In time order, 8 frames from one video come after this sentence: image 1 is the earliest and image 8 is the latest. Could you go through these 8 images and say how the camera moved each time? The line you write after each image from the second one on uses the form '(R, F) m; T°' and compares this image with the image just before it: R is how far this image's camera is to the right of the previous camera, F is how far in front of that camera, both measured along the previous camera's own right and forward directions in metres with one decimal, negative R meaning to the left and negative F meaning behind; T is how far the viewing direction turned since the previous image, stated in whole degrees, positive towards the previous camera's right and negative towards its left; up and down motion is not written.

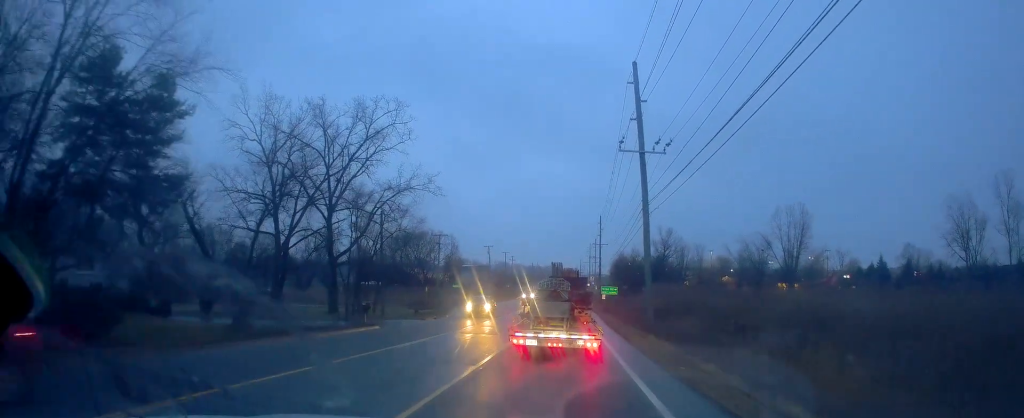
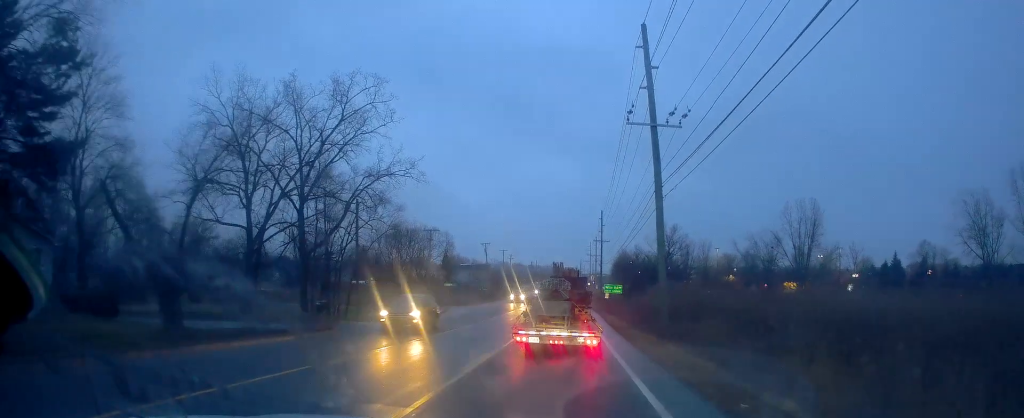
(0.0, +5.7) m; 0°
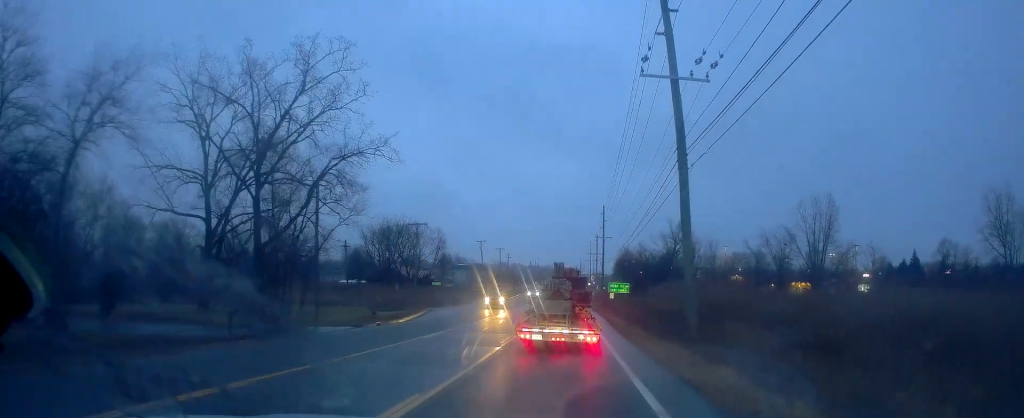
(0.0, +7.0) m; 0°
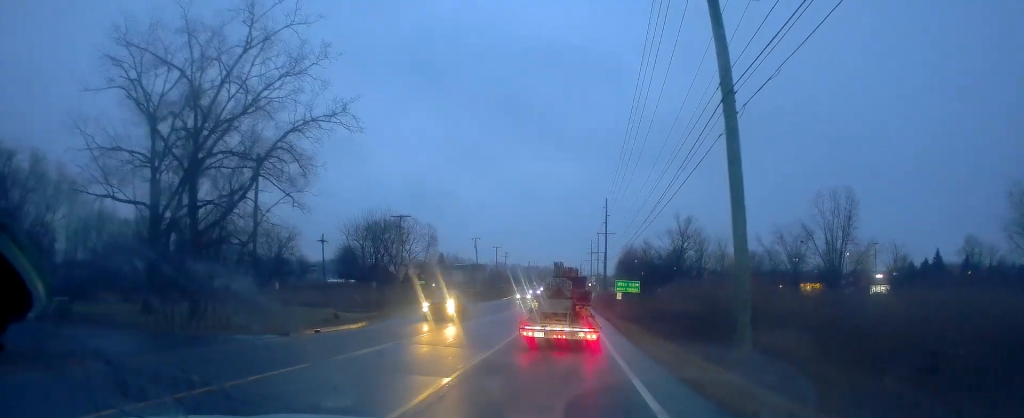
(0.0, +7.5) m; 0°
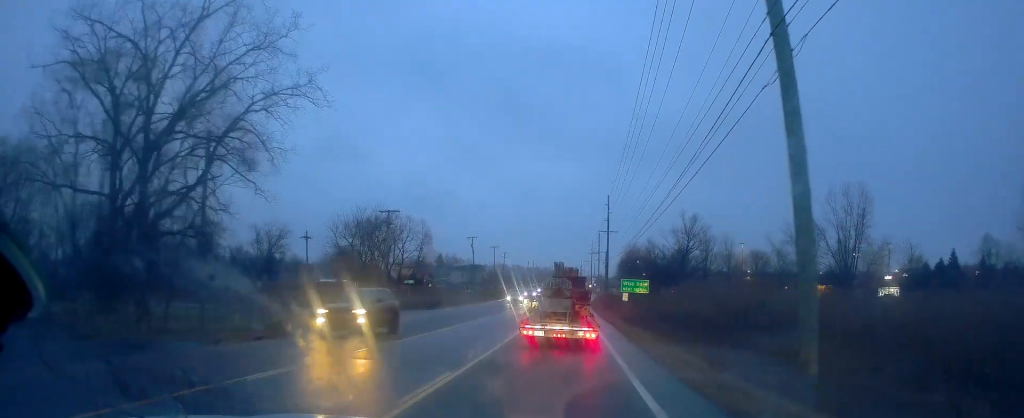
(0.0, +4.5) m; 0°
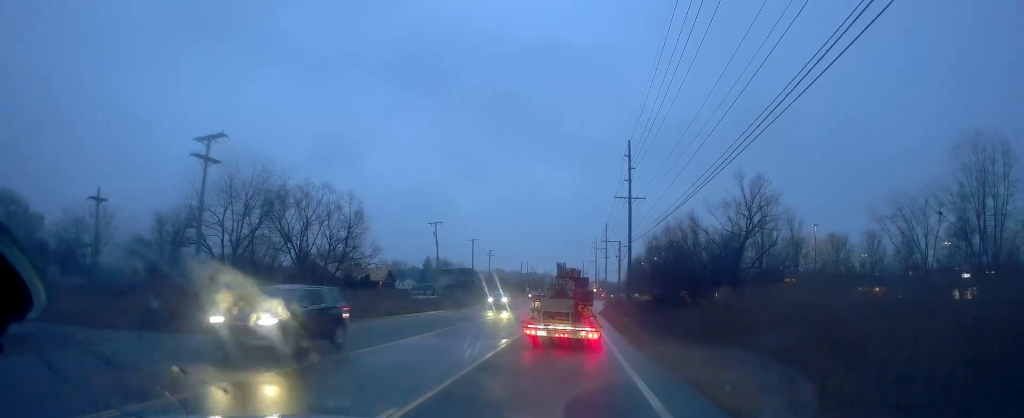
(-0.6, +33.8) m; 0°
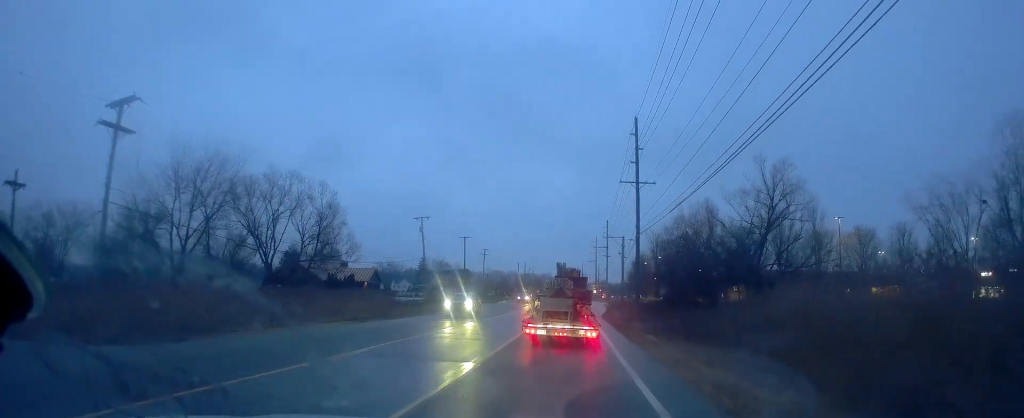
(0.0, +8.1) m; 0°
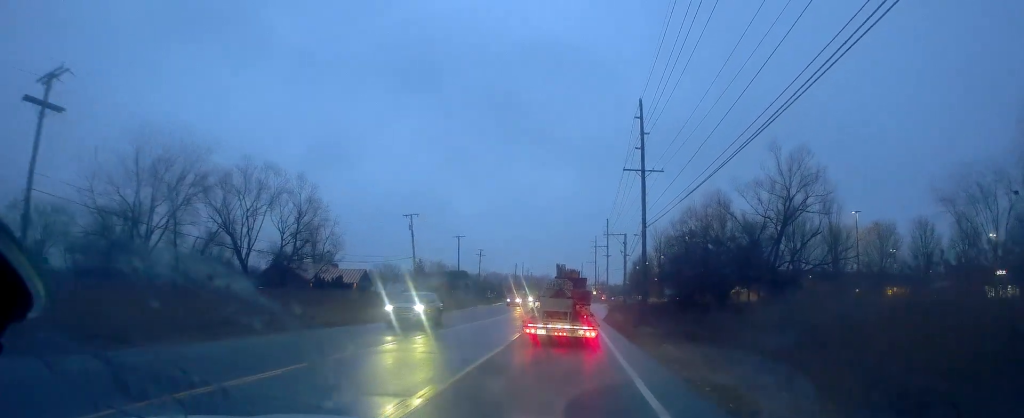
(0.0, +5.1) m; -2°
